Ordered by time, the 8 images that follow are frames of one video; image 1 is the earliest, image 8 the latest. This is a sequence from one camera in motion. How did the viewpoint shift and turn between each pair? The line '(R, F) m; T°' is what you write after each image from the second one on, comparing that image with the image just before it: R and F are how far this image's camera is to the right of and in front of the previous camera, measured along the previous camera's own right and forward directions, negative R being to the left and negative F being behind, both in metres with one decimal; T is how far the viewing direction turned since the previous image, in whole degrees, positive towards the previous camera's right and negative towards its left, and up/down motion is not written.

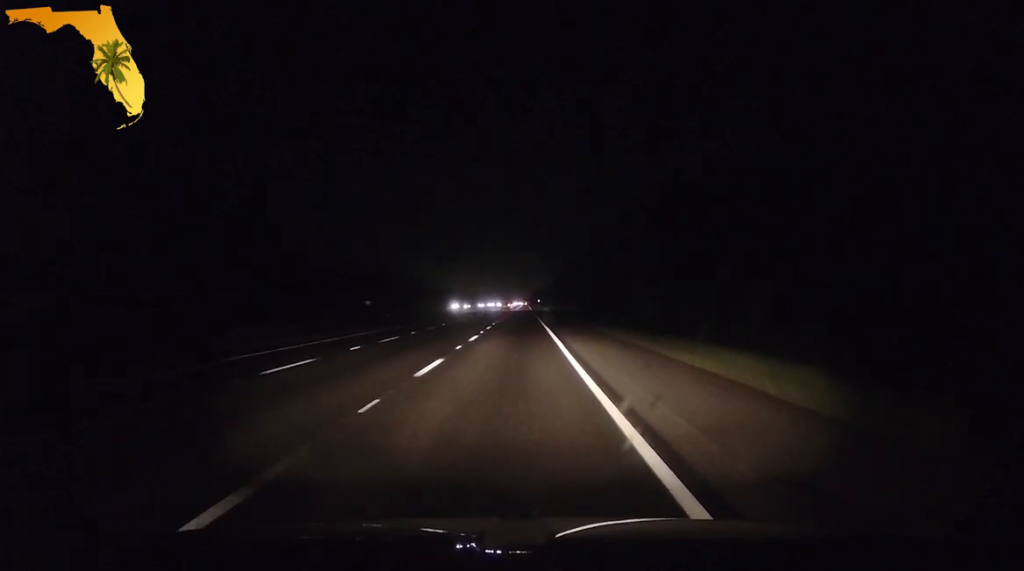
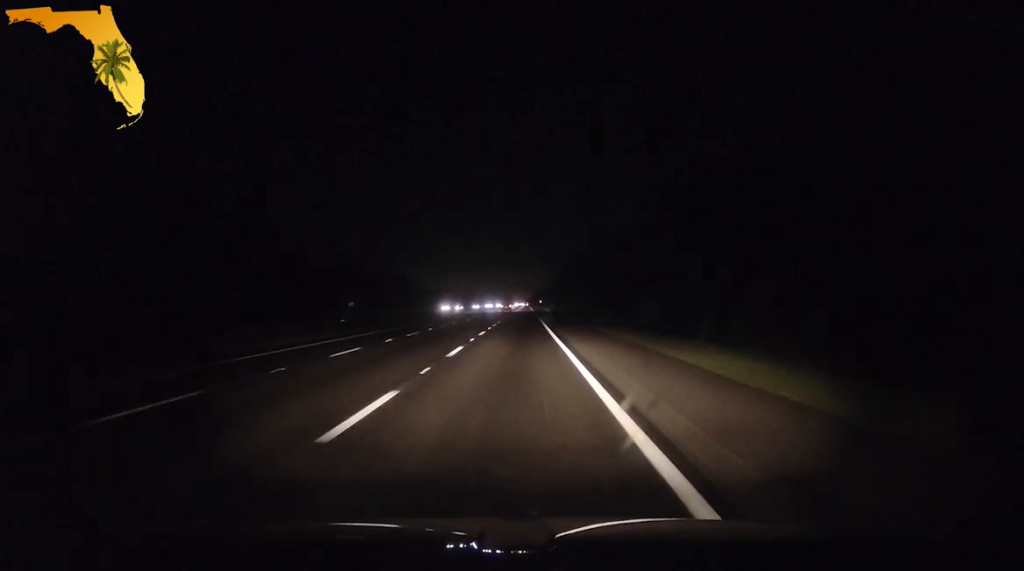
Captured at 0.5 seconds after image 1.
(0.0, +18.6) m; 0°
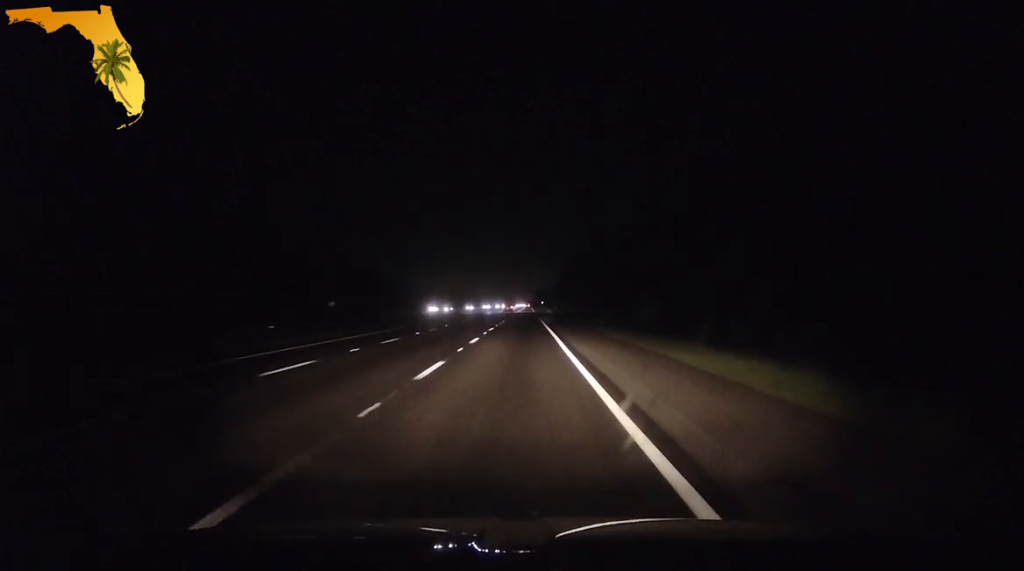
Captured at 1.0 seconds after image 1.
(-0.1, +17.4) m; 0°
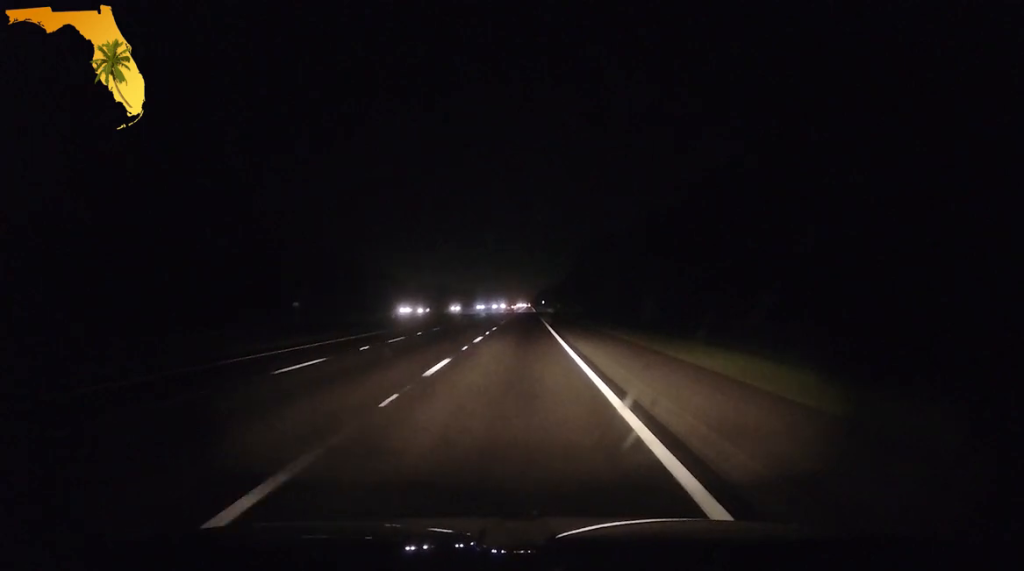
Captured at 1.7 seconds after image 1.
(+0.2, +23.2) m; 0°
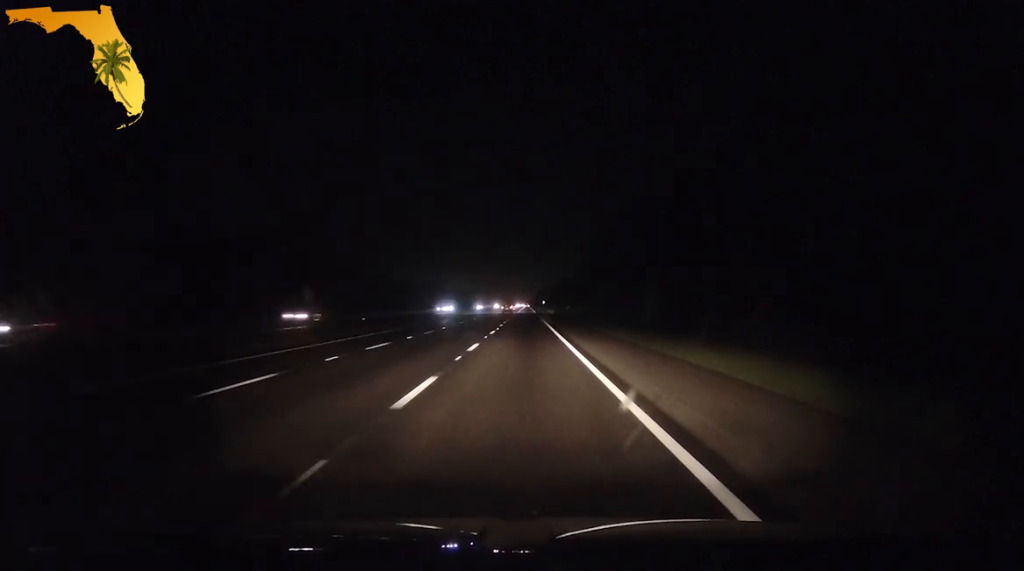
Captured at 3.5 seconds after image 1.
(-0.1, +64.1) m; 0°
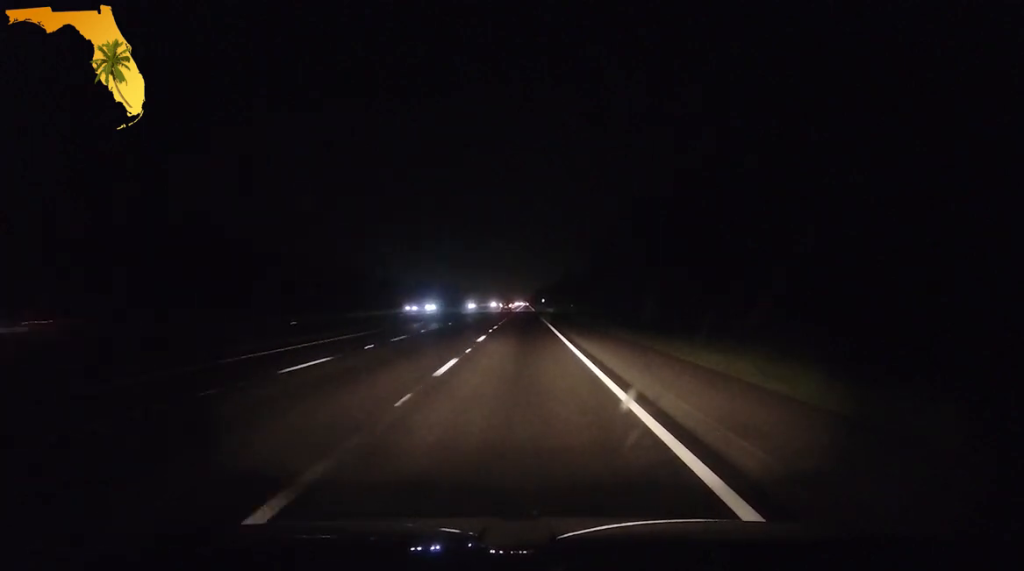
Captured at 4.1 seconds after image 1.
(+0.1, +19.8) m; 0°
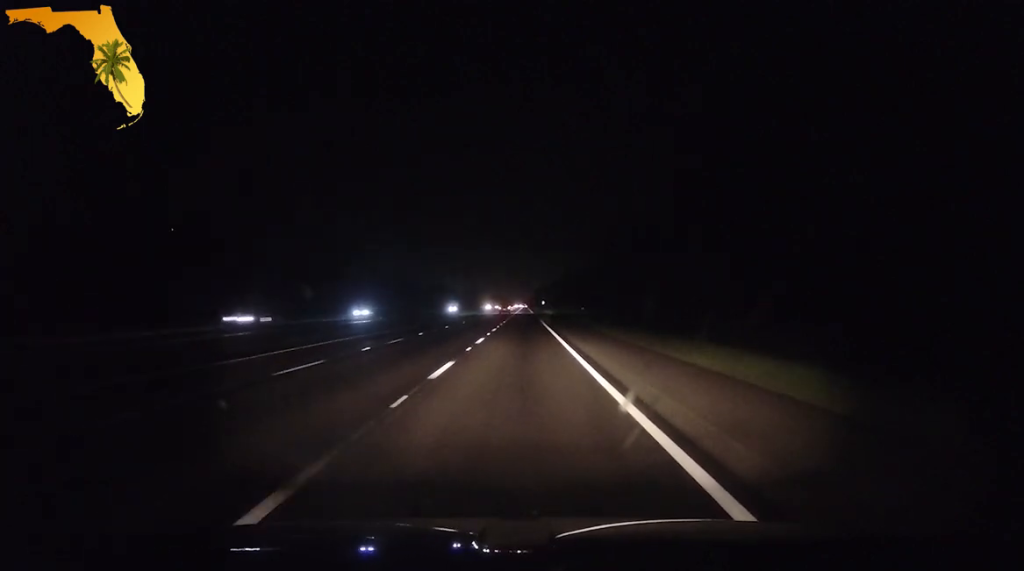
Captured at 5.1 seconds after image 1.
(0.0, +36.1) m; 0°
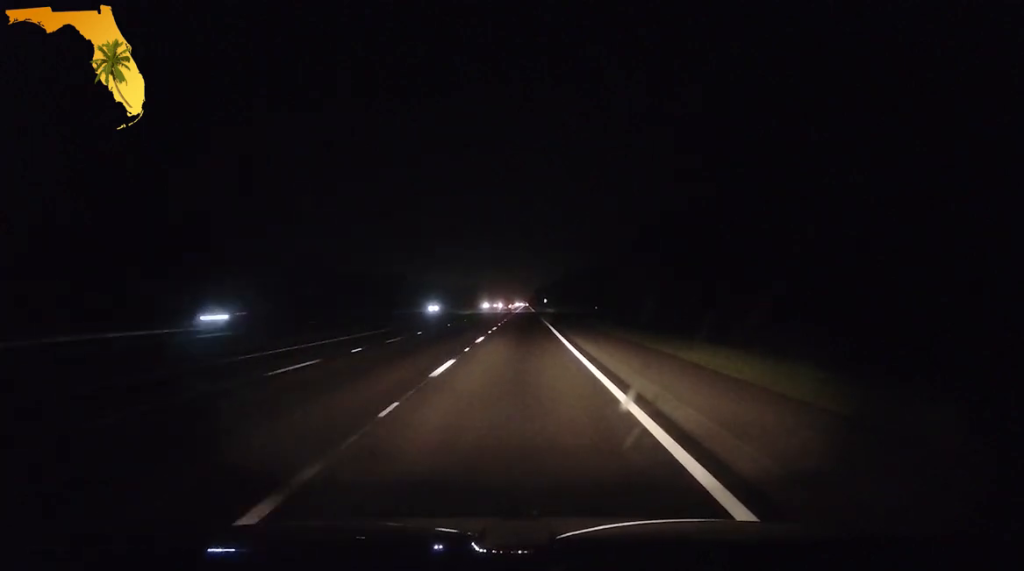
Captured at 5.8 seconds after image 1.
(-0.1, +24.4) m; -1°
